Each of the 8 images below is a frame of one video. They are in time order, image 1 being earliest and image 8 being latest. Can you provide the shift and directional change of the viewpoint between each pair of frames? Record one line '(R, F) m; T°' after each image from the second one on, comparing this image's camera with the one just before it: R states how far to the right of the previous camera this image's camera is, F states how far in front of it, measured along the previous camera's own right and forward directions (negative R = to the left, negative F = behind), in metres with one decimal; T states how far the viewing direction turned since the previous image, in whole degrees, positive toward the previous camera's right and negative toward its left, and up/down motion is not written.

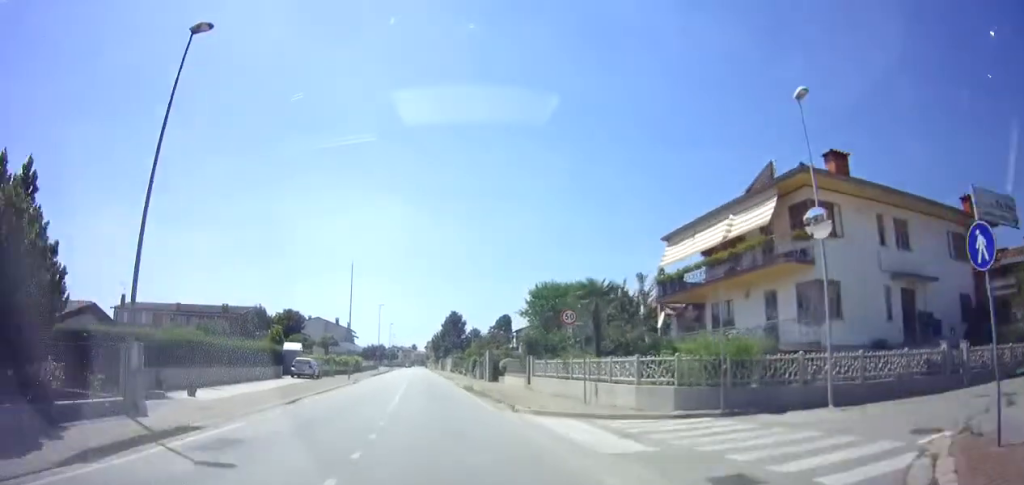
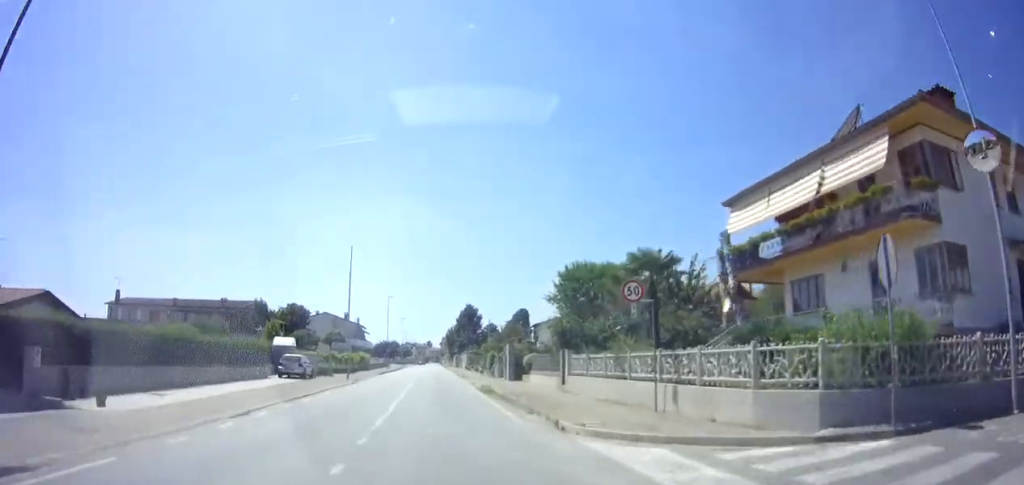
(+0.1, +5.7) m; -1°
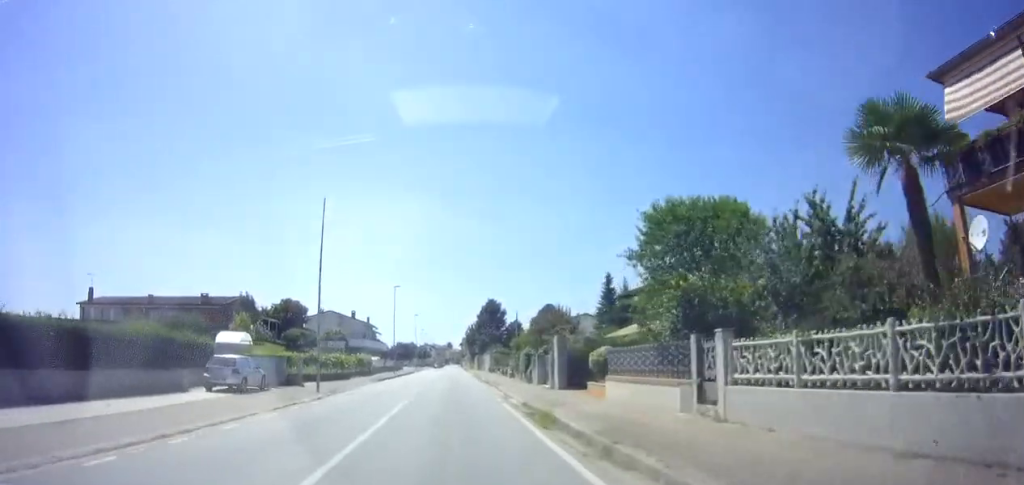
(-0.4, +11.8) m; -2°
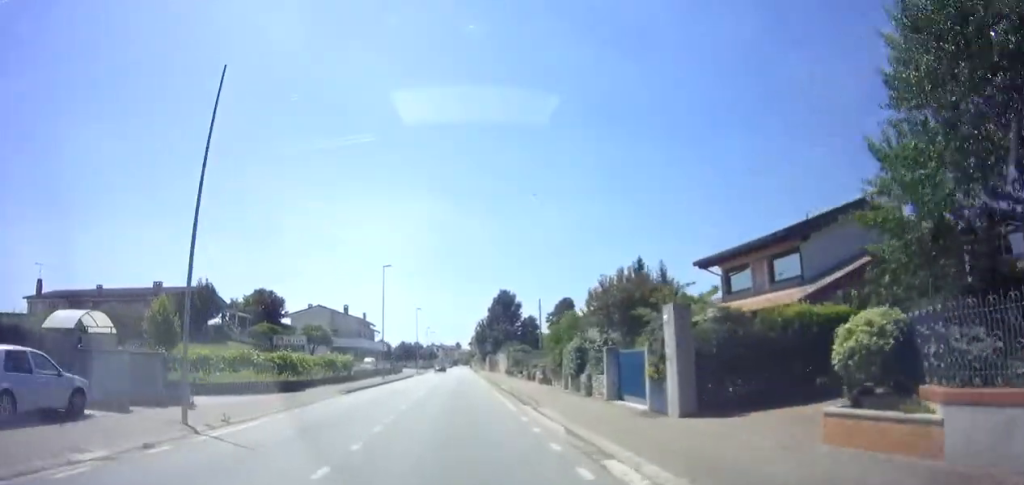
(-0.1, +13.1) m; 0°
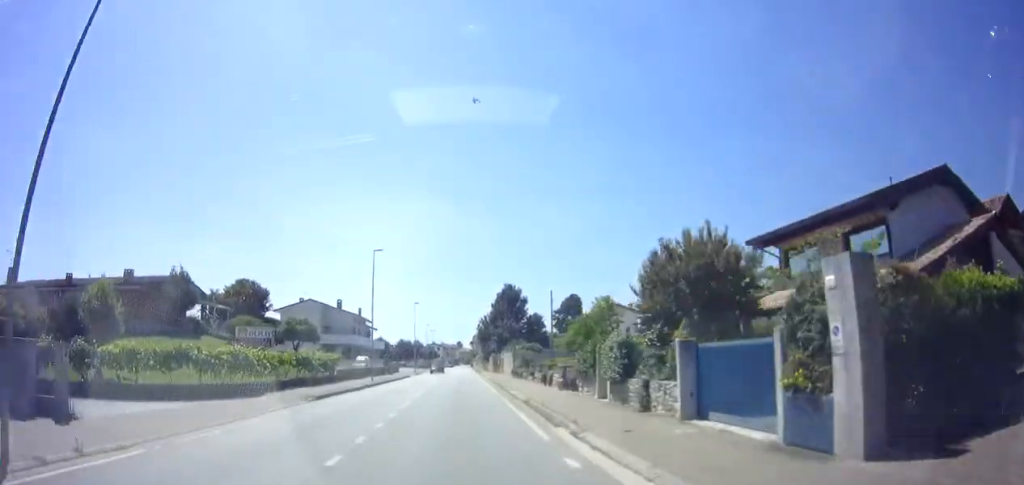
(0.0, +5.6) m; 0°
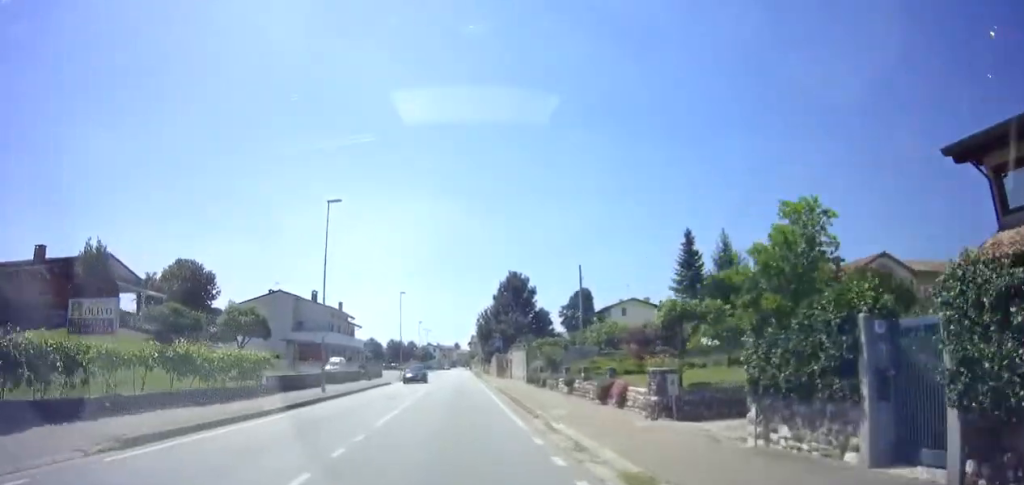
(0.0, +12.1) m; 0°
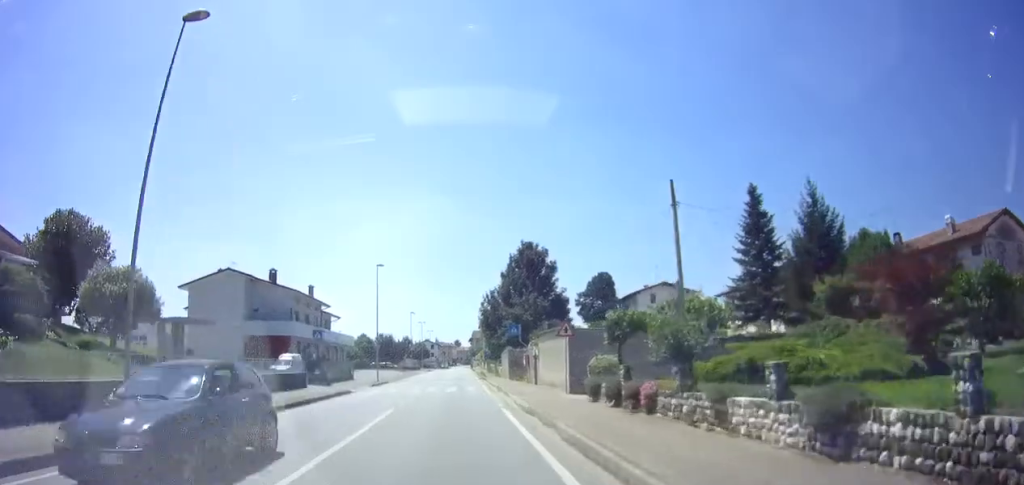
(0.0, +15.1) m; 0°
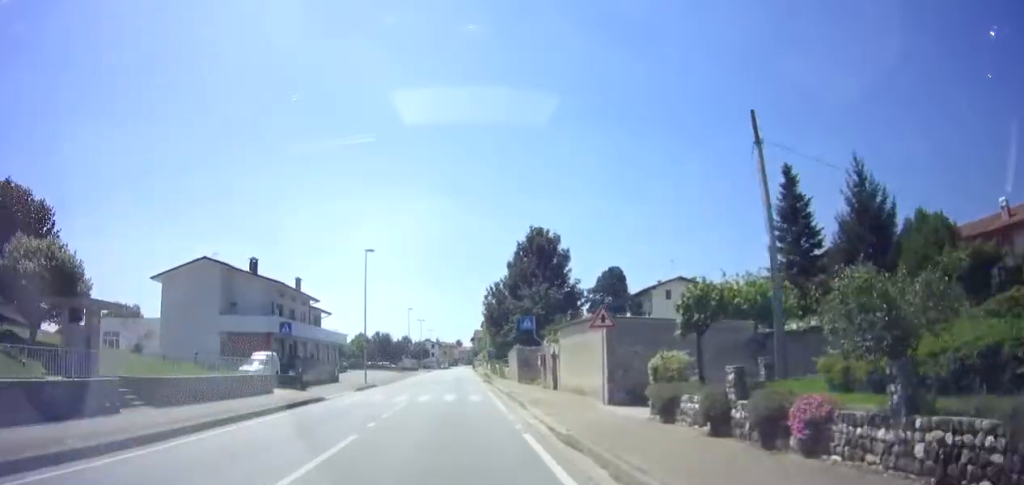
(0.0, +5.6) m; 0°
